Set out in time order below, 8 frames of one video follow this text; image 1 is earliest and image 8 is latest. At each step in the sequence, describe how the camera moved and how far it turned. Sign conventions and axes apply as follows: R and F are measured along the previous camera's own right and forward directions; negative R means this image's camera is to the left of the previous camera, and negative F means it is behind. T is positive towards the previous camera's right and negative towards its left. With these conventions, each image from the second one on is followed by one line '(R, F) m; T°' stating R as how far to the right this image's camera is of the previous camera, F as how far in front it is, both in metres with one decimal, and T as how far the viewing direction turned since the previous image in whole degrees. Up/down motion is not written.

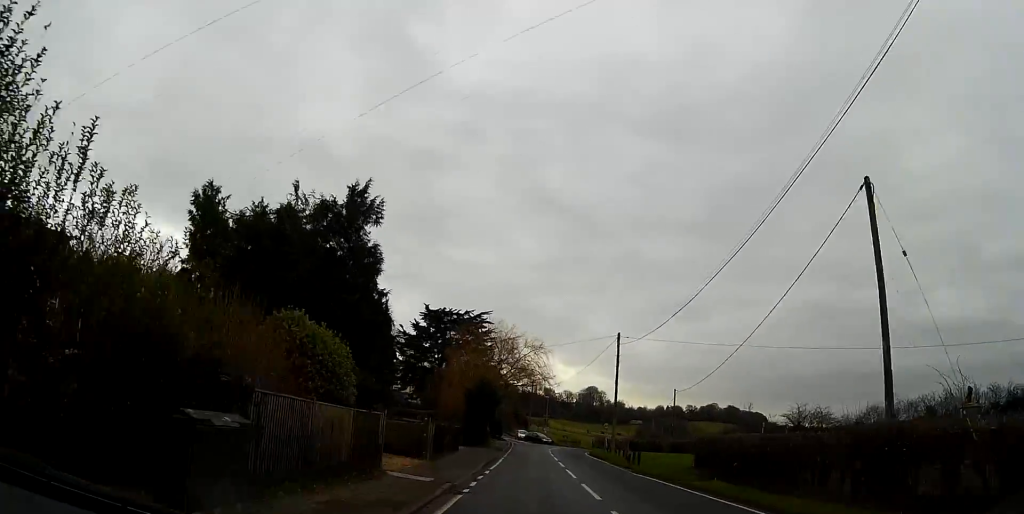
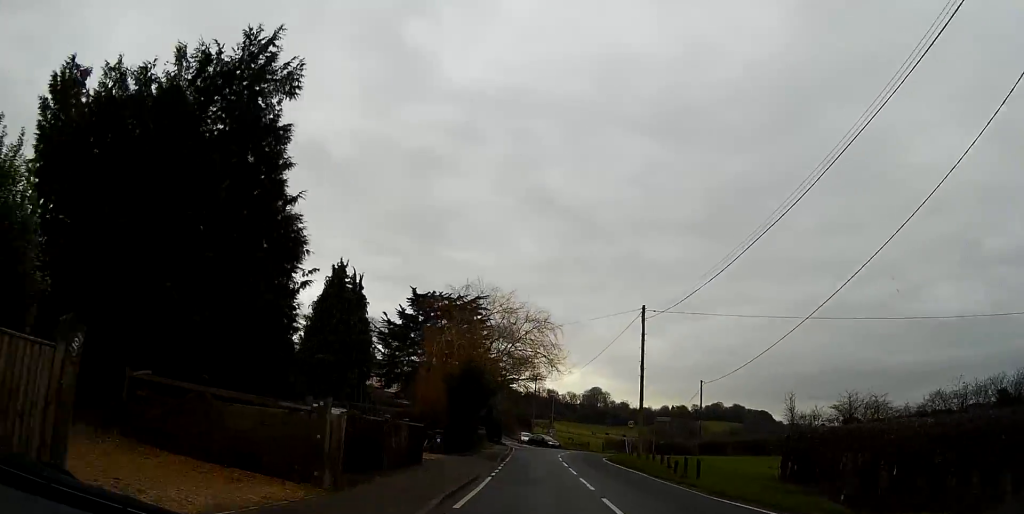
(0.0, +9.4) m; 0°
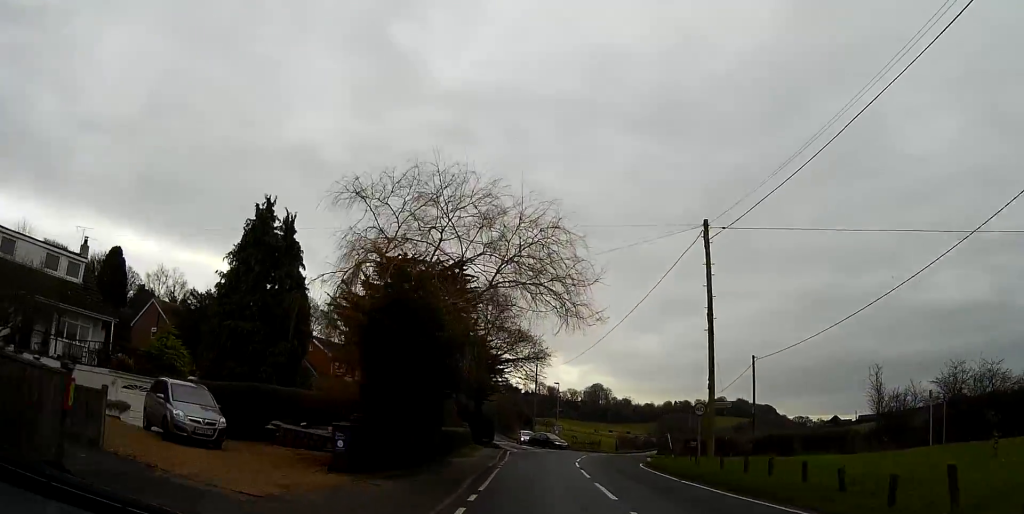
(0.0, +14.2) m; +1°
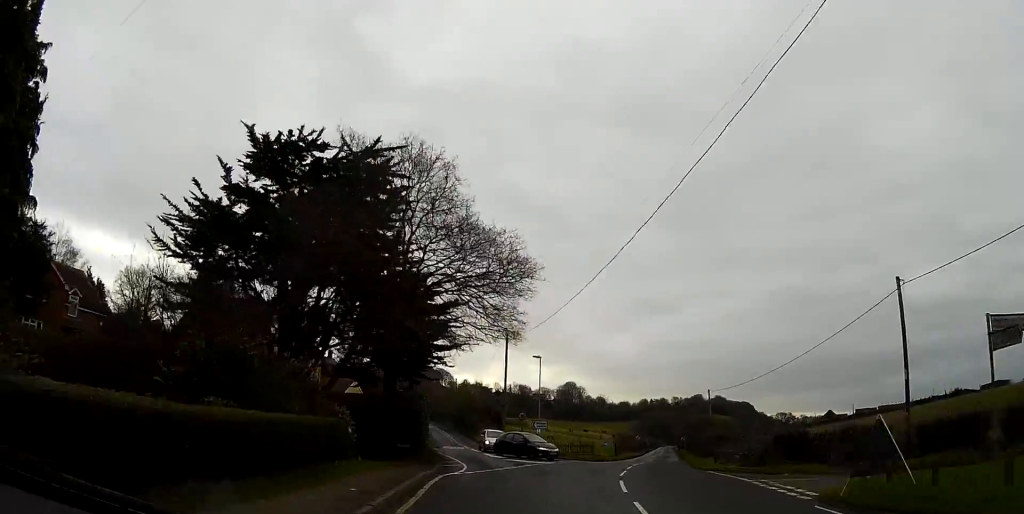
(+0.5, +22.0) m; +4°
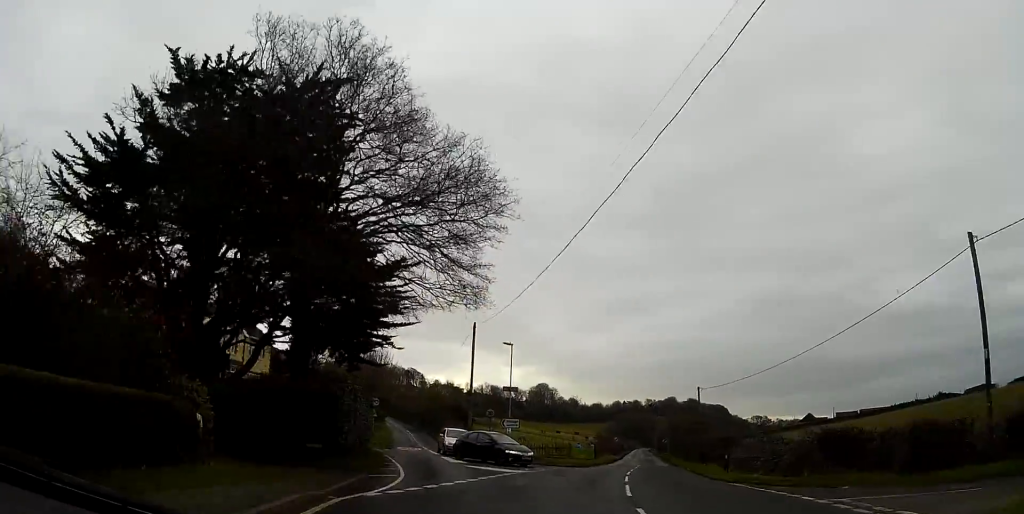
(+0.2, +6.7) m; +2°
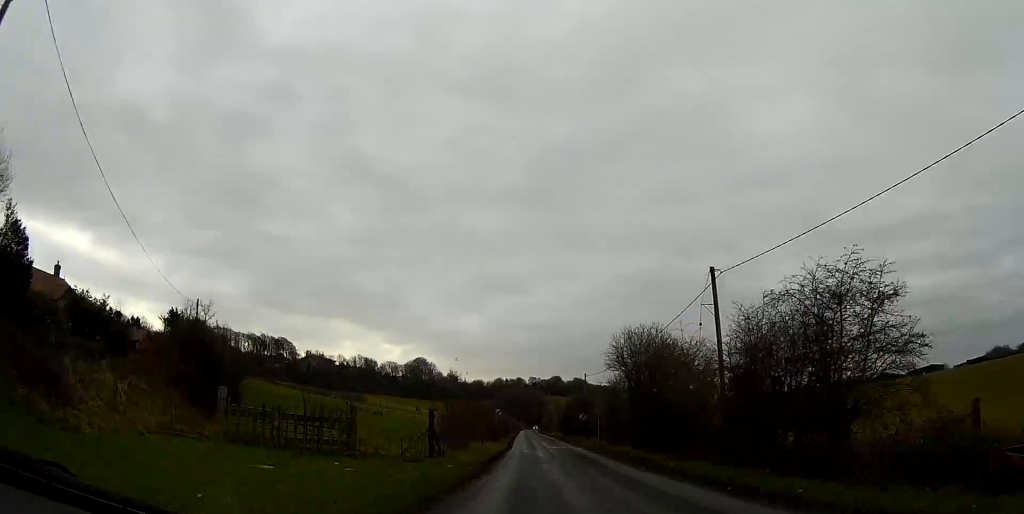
(+3.0, +39.2) m; +6°
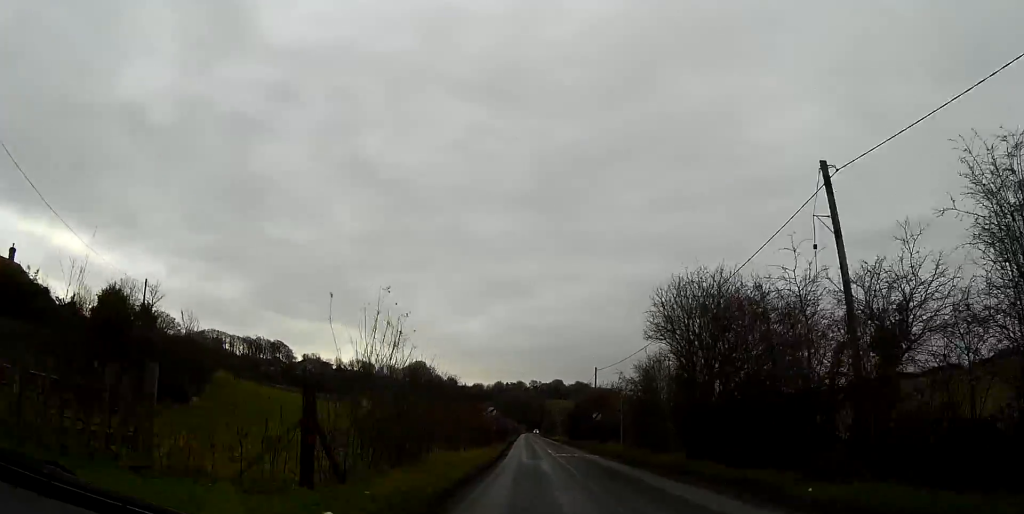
(0.0, +10.4) m; 0°
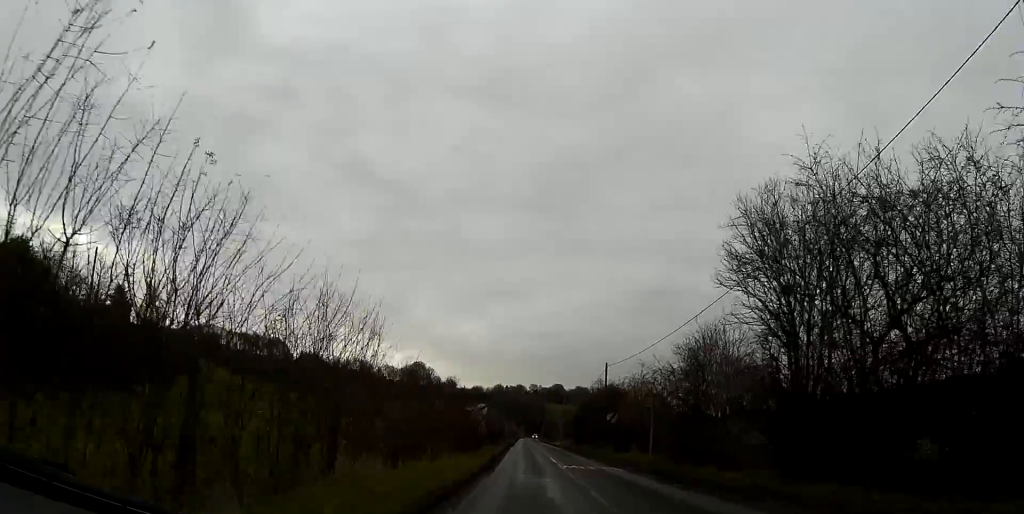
(0.0, +8.2) m; 0°
